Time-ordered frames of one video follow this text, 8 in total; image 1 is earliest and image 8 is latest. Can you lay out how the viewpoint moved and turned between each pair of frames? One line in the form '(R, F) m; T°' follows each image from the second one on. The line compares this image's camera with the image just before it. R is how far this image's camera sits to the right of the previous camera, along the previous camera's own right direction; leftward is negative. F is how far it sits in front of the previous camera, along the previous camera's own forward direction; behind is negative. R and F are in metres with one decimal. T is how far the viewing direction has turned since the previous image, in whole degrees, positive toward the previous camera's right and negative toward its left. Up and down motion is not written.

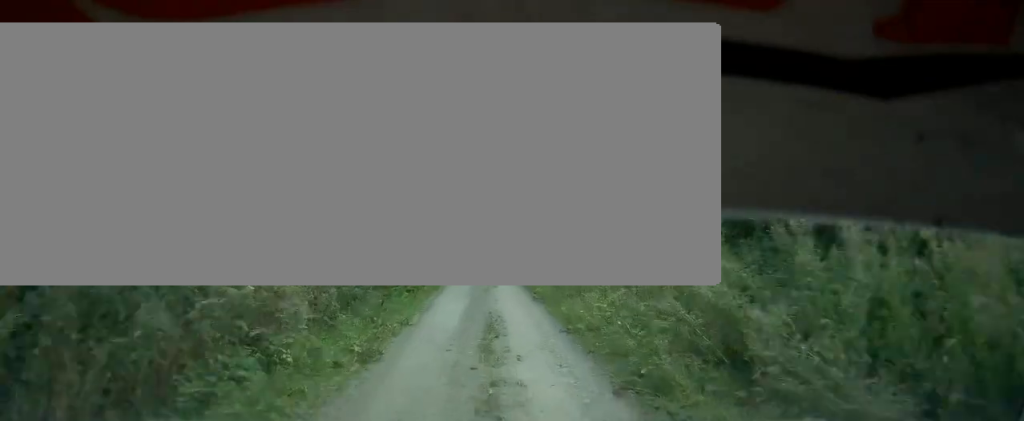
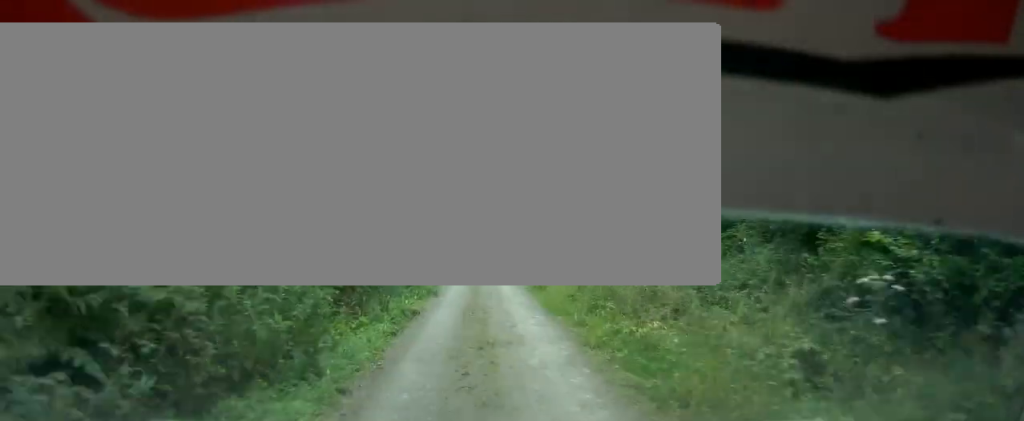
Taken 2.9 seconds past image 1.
(0.0, +58.2) m; -1°
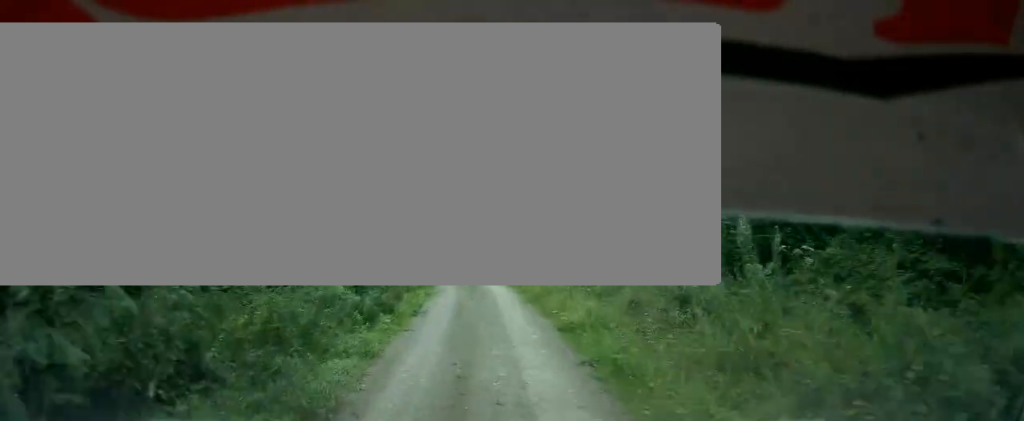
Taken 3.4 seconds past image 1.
(+0.2, +9.3) m; -1°
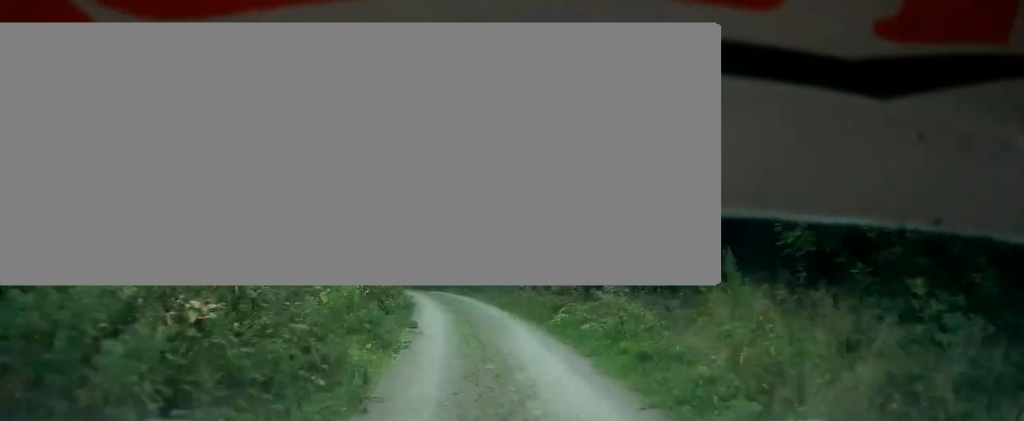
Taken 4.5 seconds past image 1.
(-0.7, +18.6) m; -5°
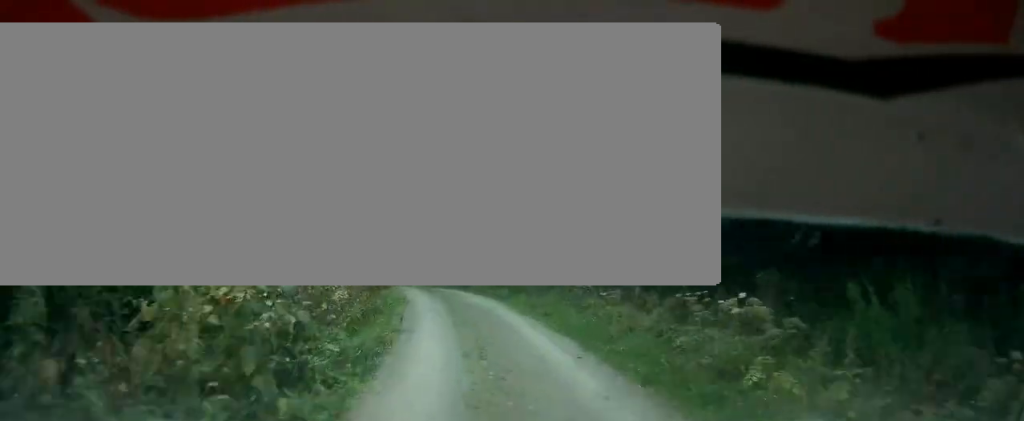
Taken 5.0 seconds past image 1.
(-0.4, +8.5) m; -2°
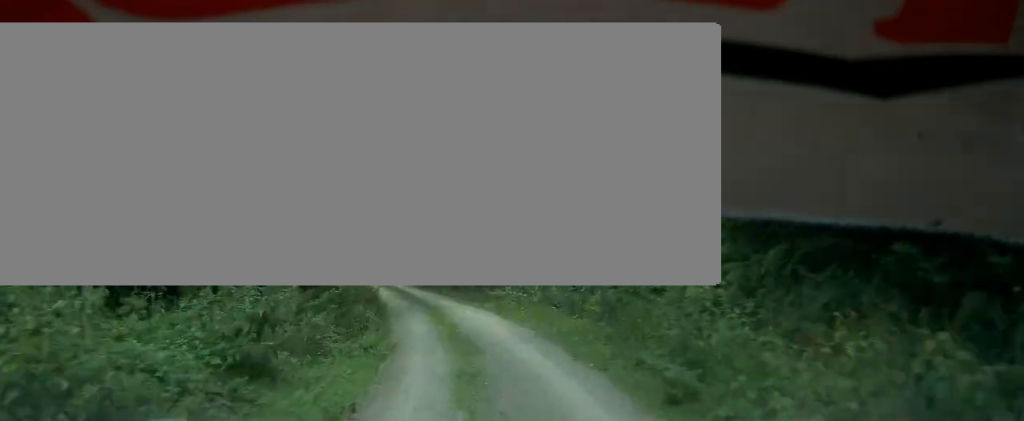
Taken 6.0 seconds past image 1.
(-0.6, +19.3) m; -4°
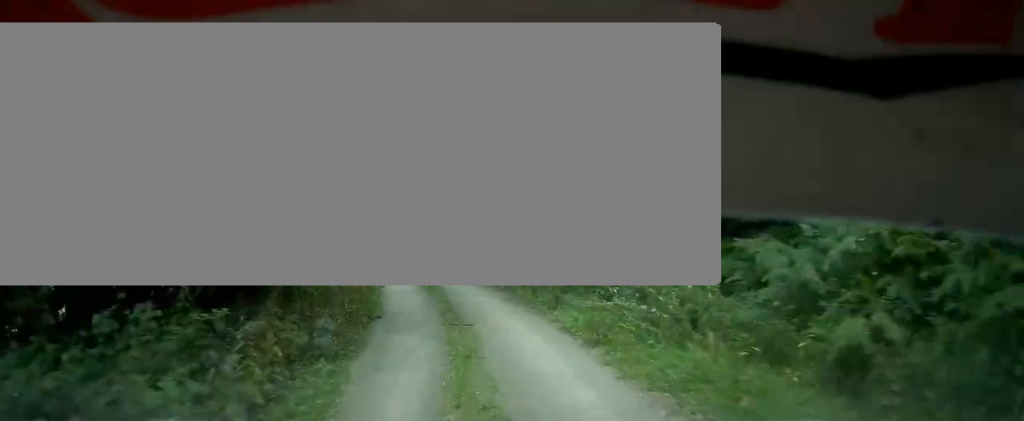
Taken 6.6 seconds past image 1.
(0.0, +9.8) m; -3°
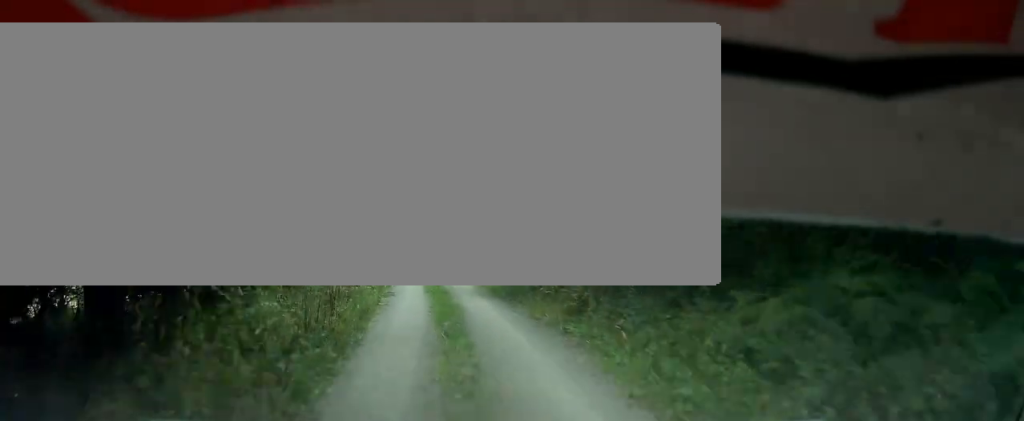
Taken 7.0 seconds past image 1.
(-0.1, +7.4) m; -5°
